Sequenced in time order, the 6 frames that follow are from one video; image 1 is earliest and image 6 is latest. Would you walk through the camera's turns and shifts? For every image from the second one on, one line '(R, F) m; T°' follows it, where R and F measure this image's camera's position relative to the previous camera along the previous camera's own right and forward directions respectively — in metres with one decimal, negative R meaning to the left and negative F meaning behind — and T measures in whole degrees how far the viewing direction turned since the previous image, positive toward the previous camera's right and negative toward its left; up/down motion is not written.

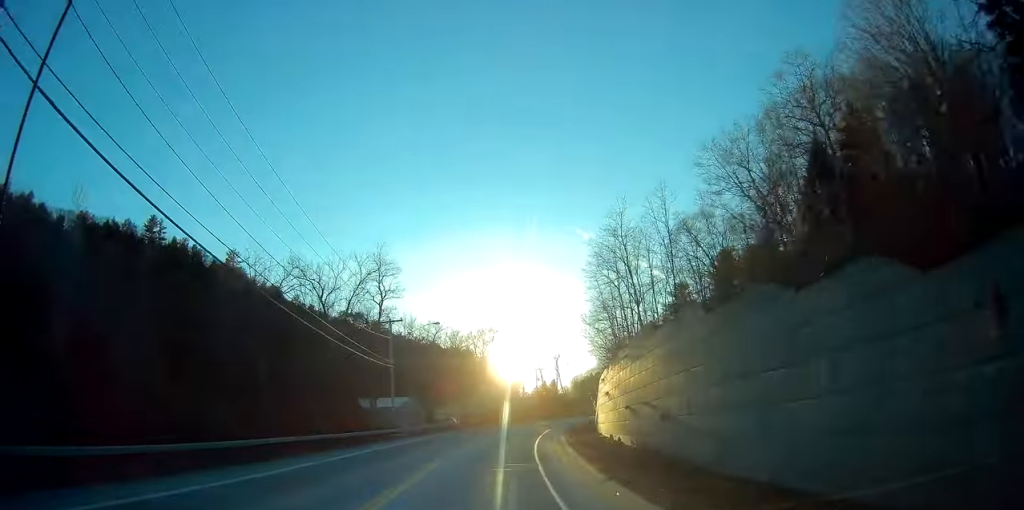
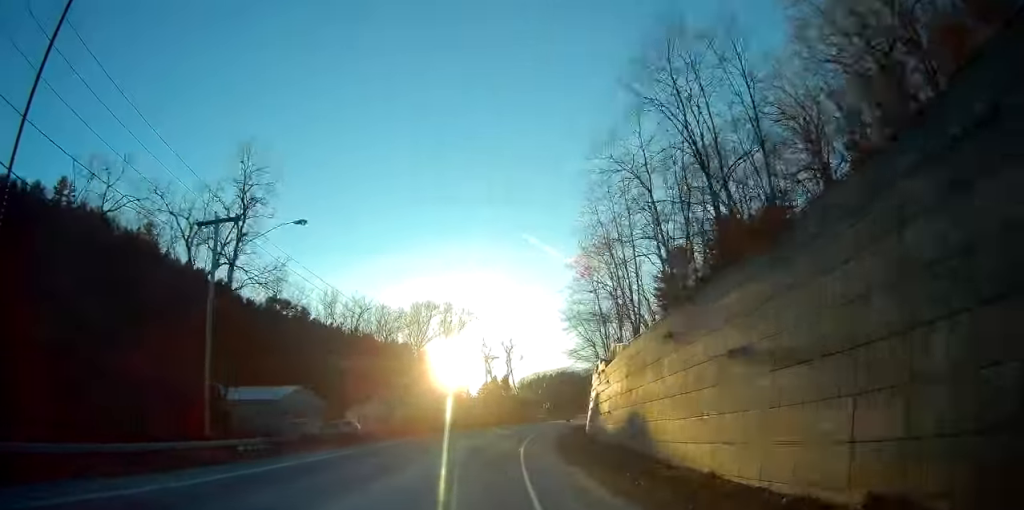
(+1.7, +29.7) m; +6°
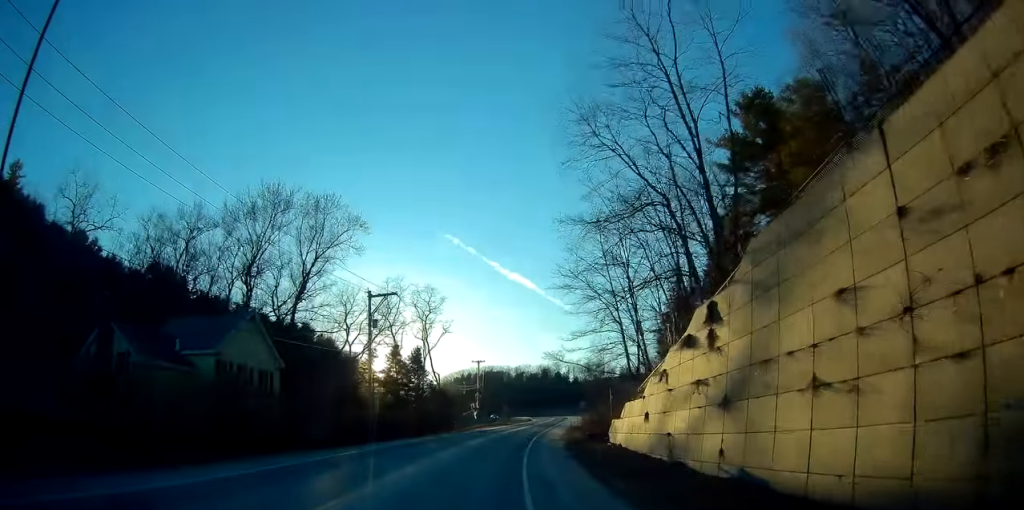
(+2.9, +48.5) m; +9°
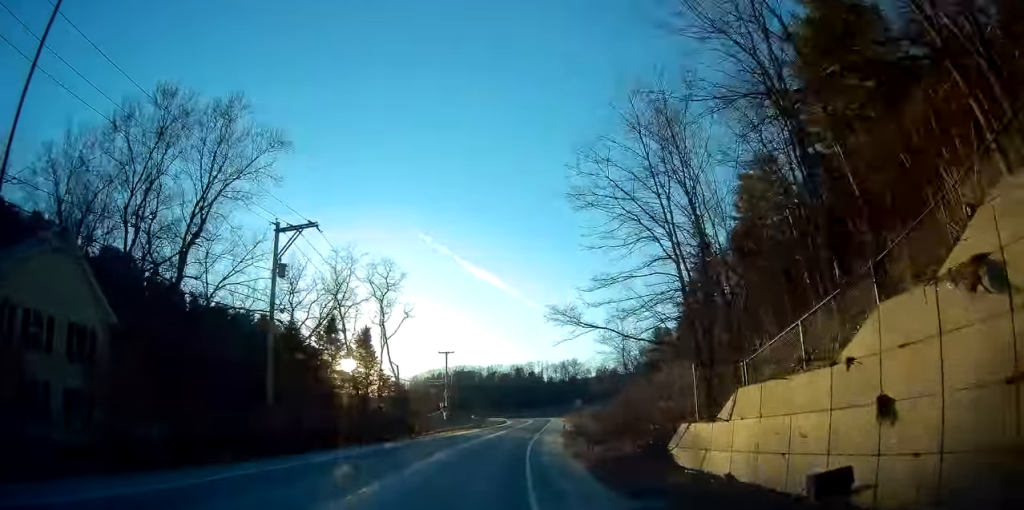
(+0.7, +16.2) m; +2°
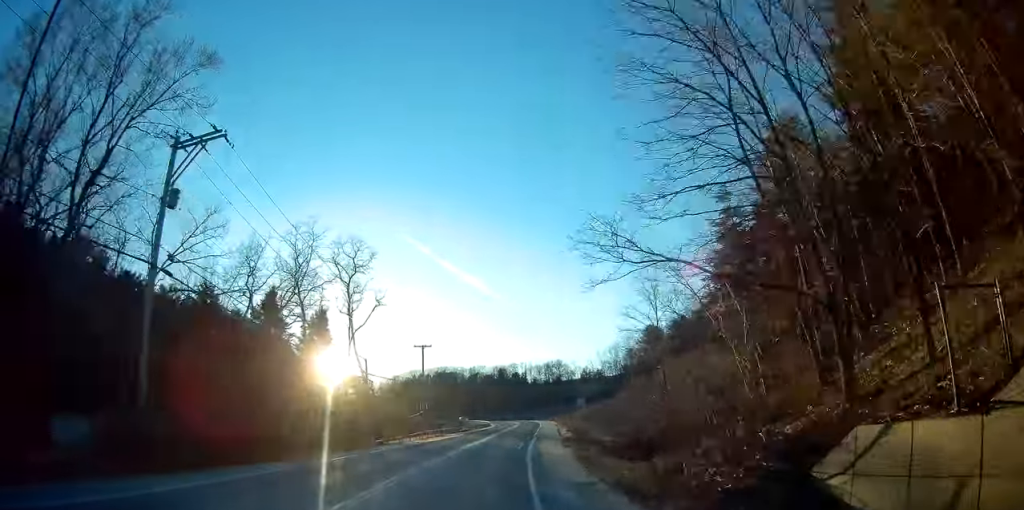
(+0.1, +10.2) m; +1°
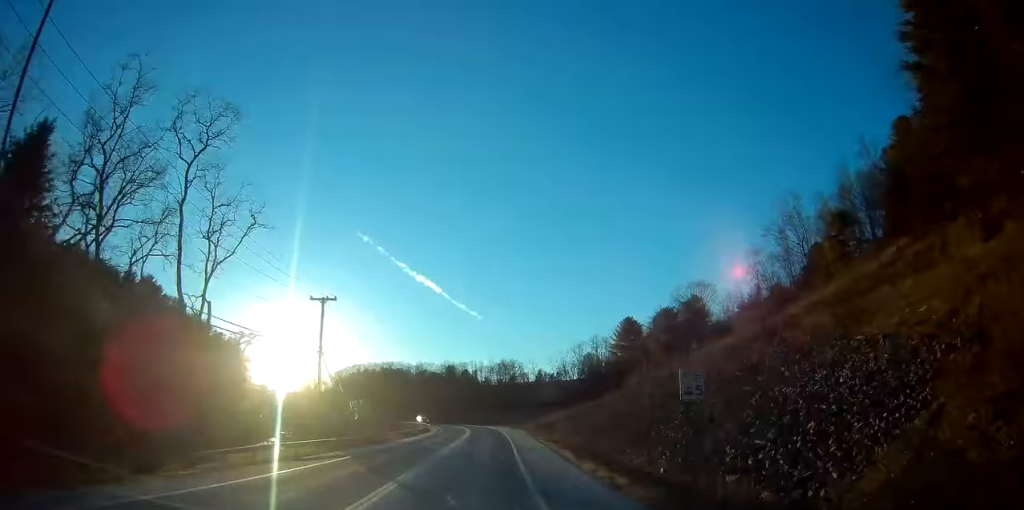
(+1.0, +30.5) m; +4°
